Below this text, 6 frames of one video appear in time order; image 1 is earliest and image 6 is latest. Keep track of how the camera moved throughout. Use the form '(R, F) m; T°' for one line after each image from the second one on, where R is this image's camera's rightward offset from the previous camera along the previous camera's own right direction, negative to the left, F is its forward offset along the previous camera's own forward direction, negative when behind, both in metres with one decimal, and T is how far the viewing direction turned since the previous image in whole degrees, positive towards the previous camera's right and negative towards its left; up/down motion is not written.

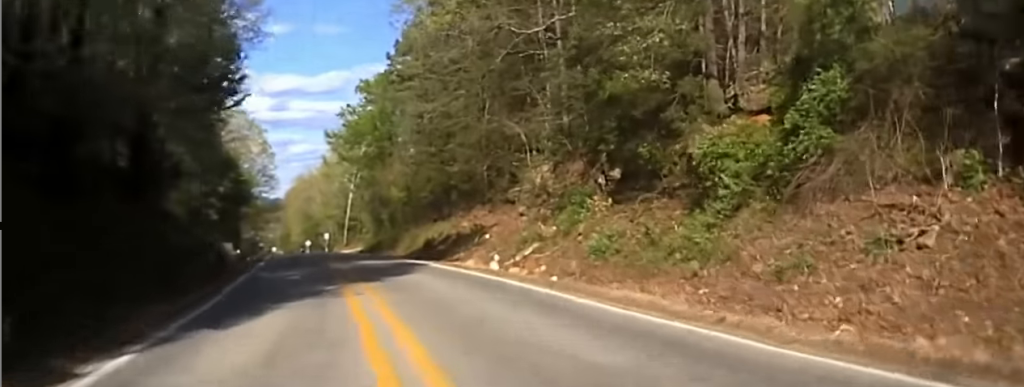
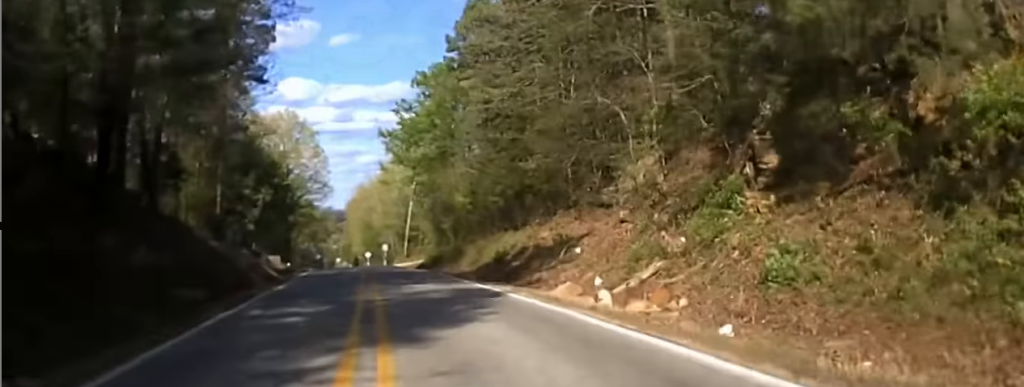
(-0.2, +10.4) m; -2°
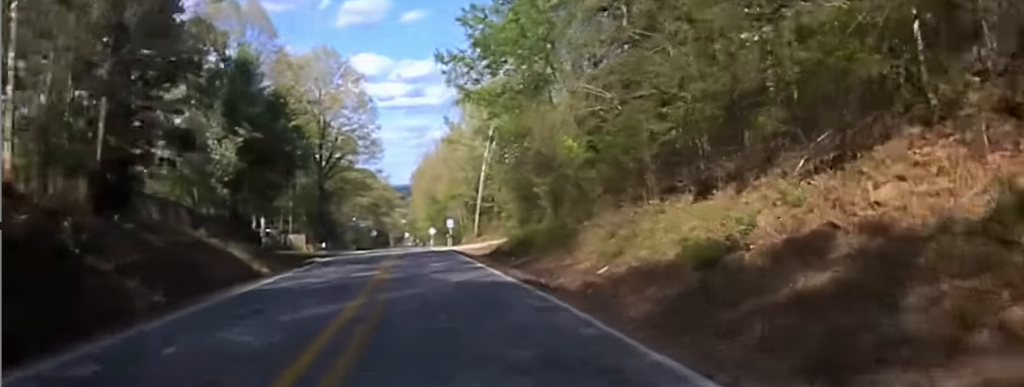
(-0.8, +25.6) m; -3°
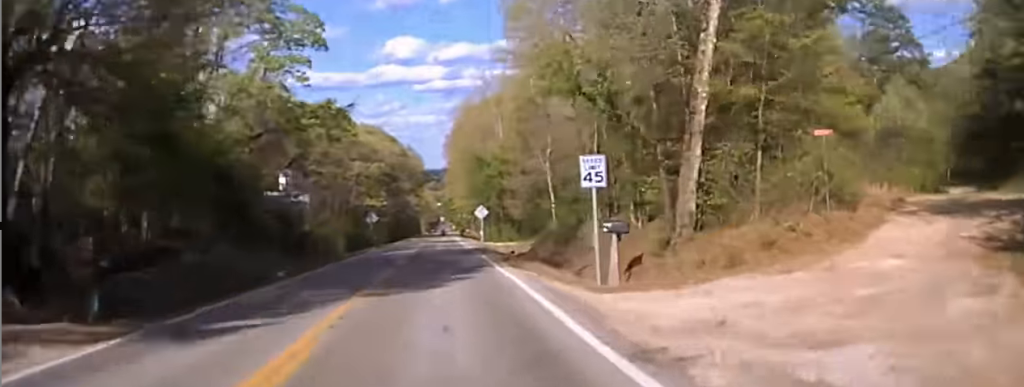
(+0.4, +80.6) m; 0°
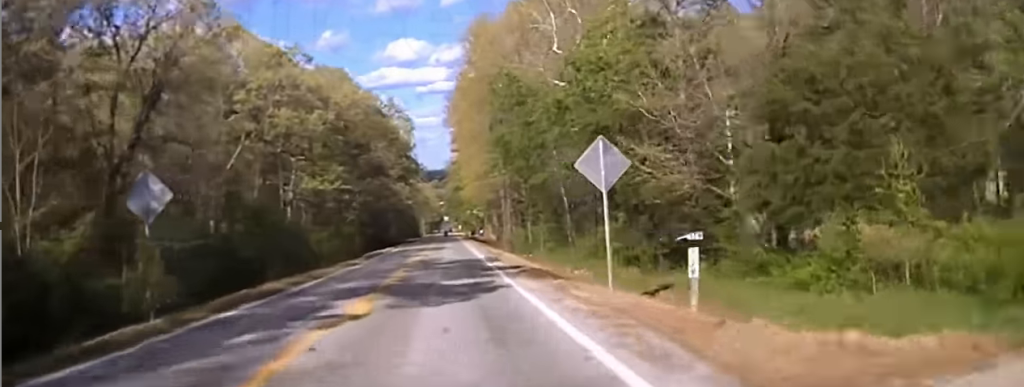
(-0.3, +65.6) m; 0°
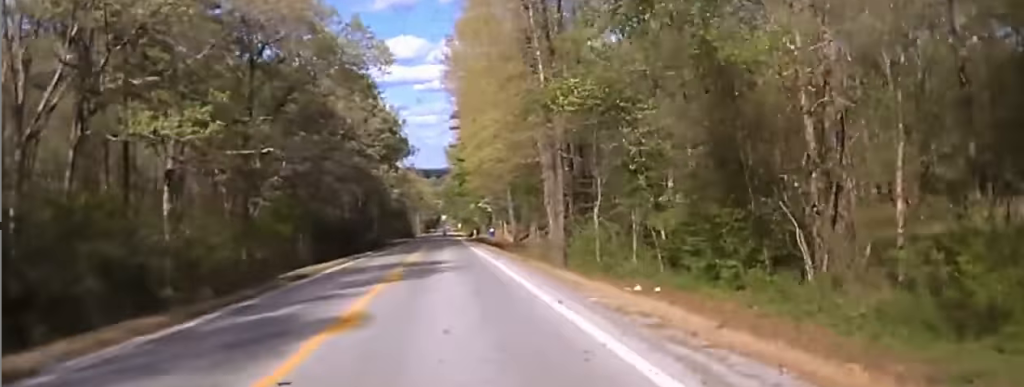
(0.0, +33.1) m; 0°
